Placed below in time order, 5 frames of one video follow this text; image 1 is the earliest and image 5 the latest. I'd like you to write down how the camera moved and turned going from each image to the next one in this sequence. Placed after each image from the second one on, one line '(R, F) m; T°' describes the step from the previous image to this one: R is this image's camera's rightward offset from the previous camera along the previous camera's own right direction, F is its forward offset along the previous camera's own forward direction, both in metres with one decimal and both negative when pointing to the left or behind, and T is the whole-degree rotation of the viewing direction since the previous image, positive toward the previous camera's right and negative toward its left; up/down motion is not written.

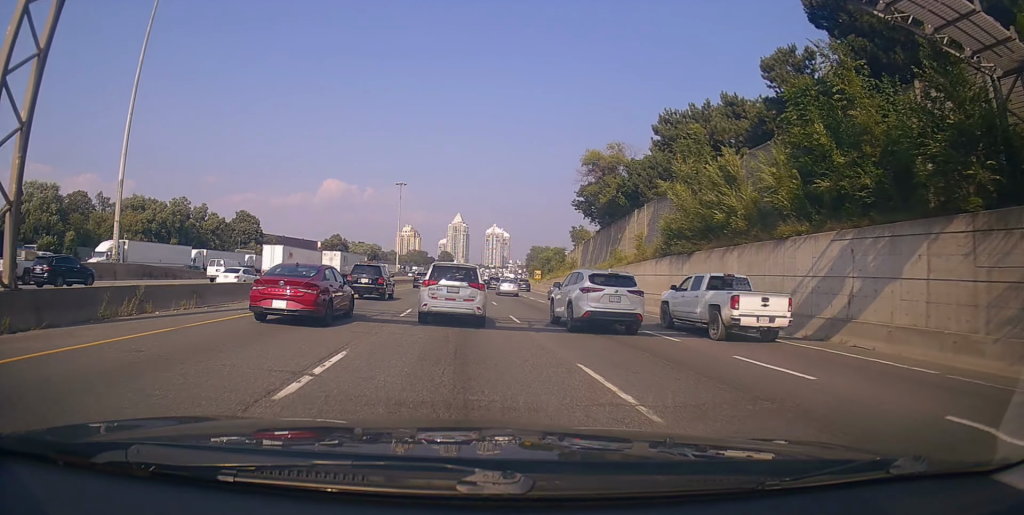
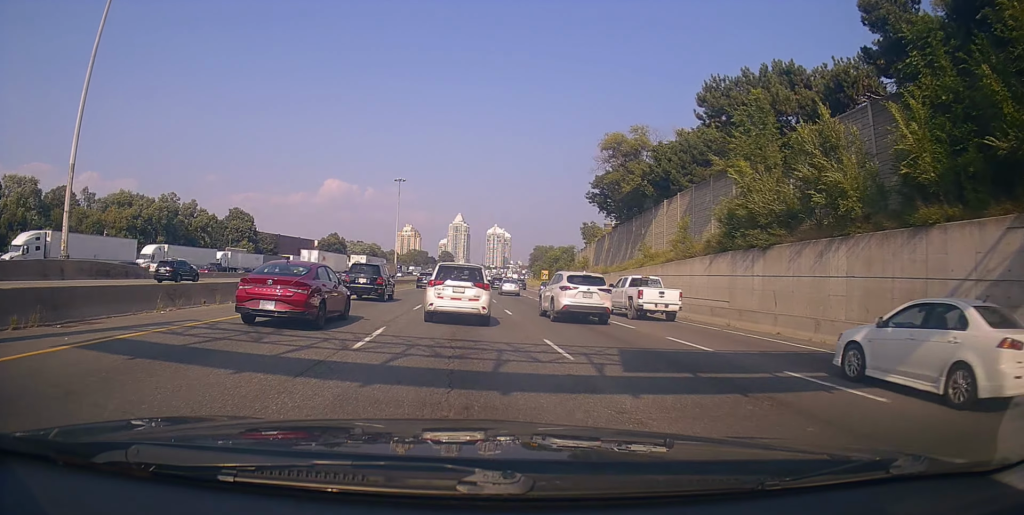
(0.0, +8.1) m; -3°
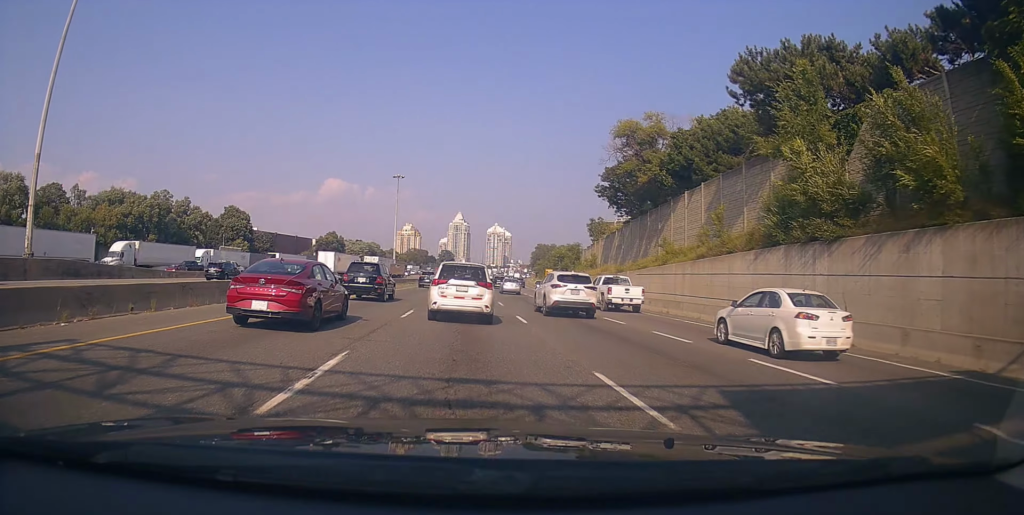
(0.0, +4.8) m; -2°
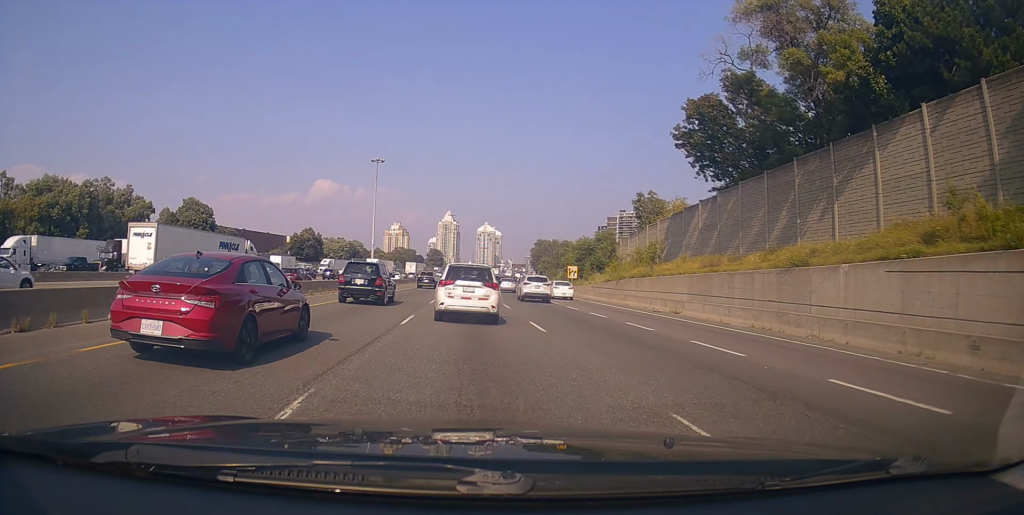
(+0.8, +26.9) m; +2°
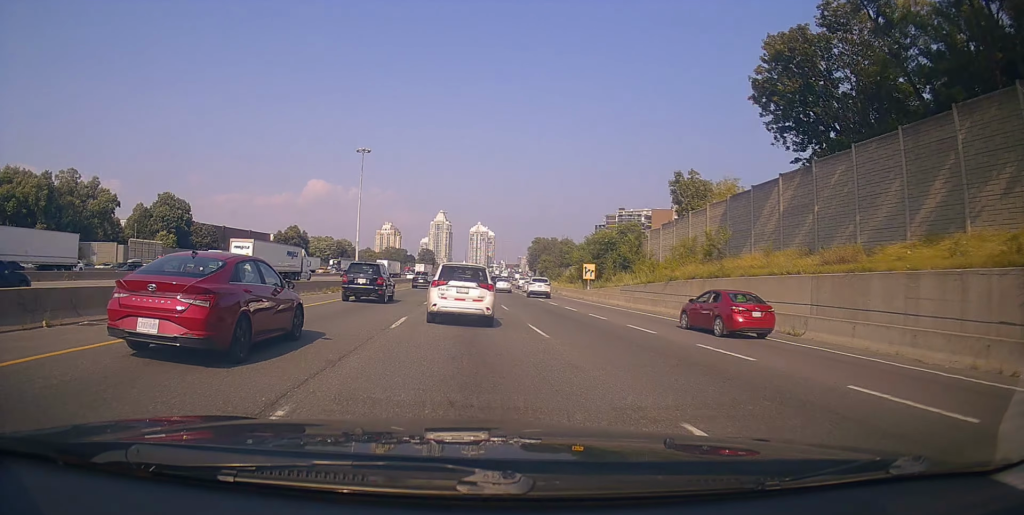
(-0.4, +13.5) m; -2°
